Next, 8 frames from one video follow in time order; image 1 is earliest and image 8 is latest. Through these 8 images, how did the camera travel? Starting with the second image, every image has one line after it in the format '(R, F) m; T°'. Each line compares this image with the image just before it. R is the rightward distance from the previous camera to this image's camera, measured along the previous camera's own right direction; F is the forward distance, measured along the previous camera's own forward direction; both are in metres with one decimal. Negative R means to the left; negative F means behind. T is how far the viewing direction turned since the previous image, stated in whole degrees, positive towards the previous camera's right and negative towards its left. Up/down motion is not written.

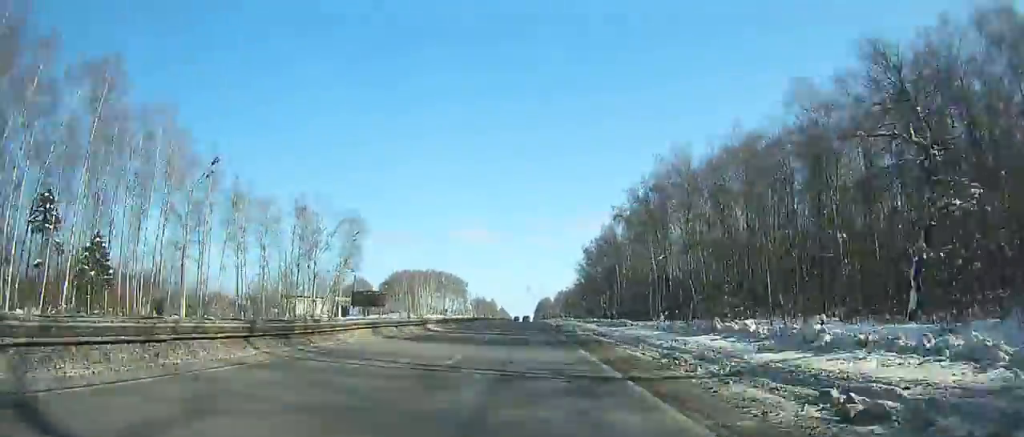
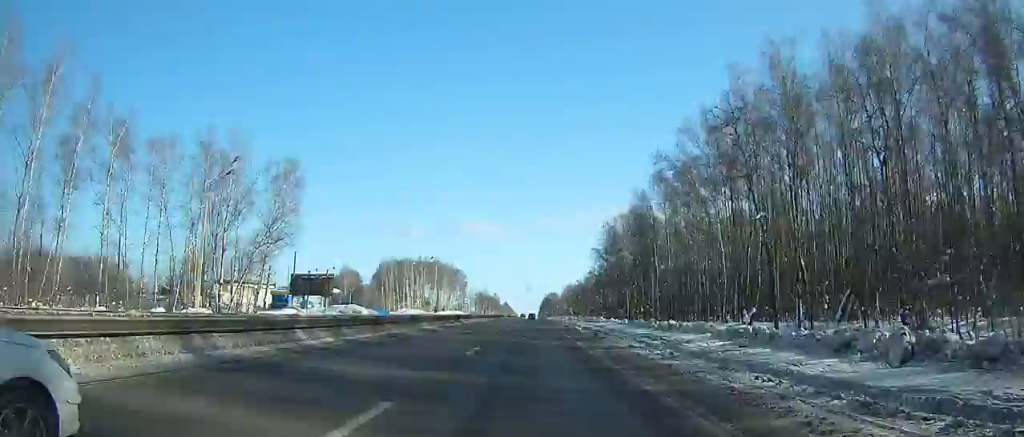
(-0.1, +32.9) m; +1°
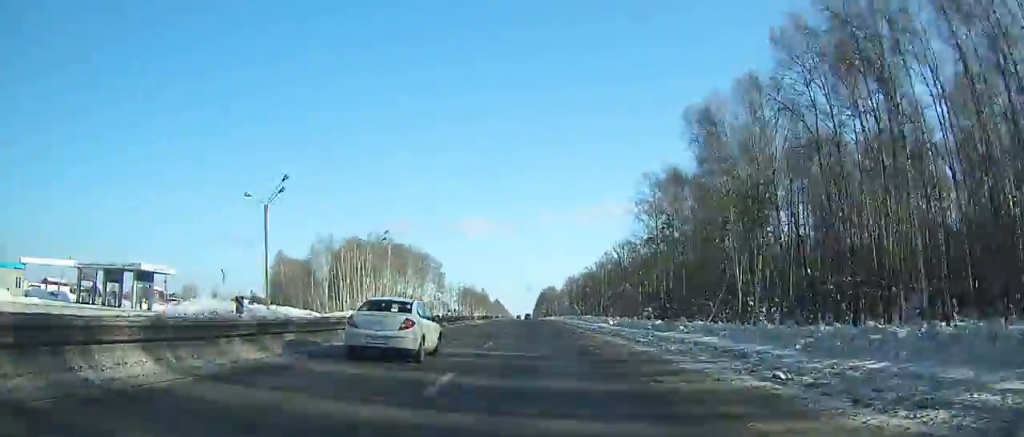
(+4.1, +68.4) m; +4°
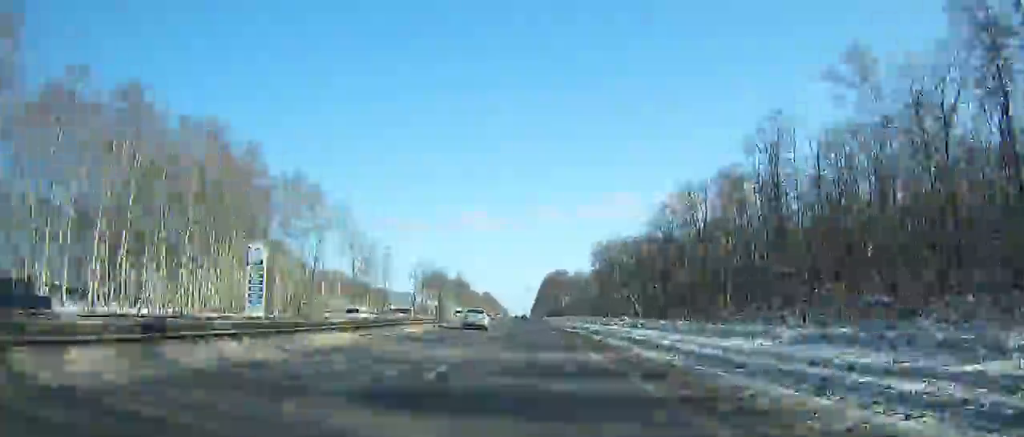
(-2.4, +131.5) m; -2°
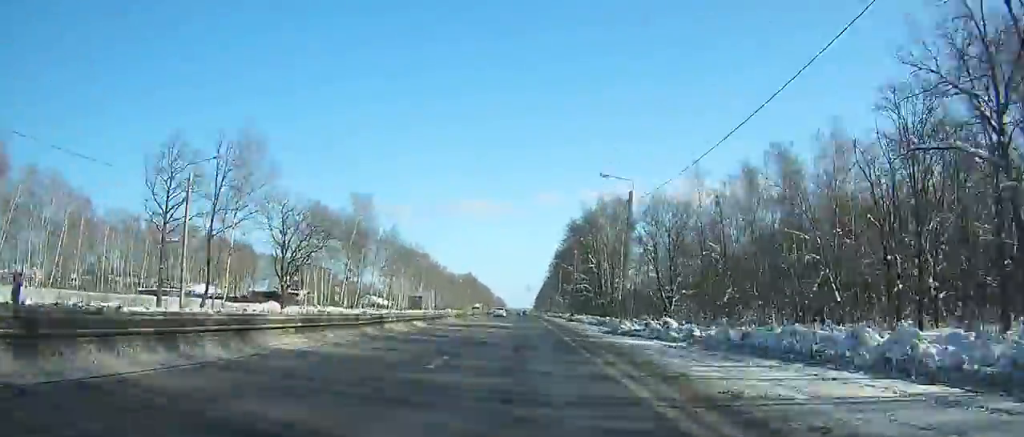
(+1.9, +155.0) m; +1°
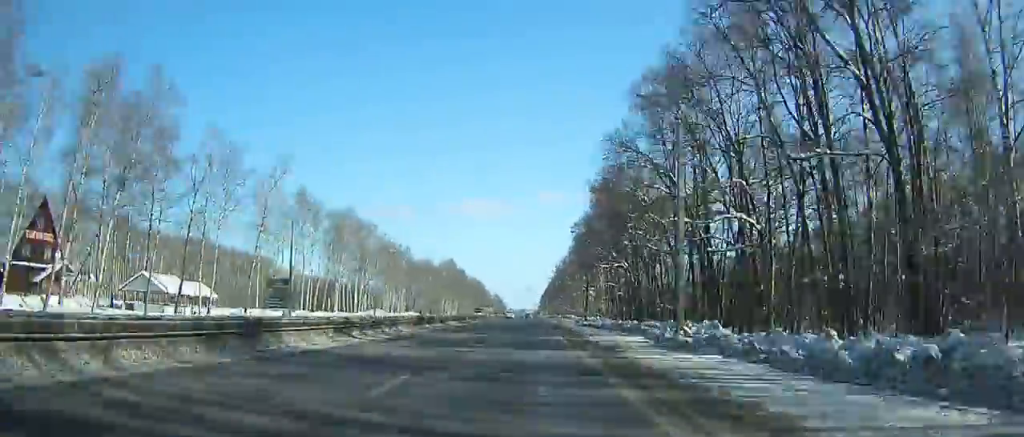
(+0.2, +88.5) m; 0°
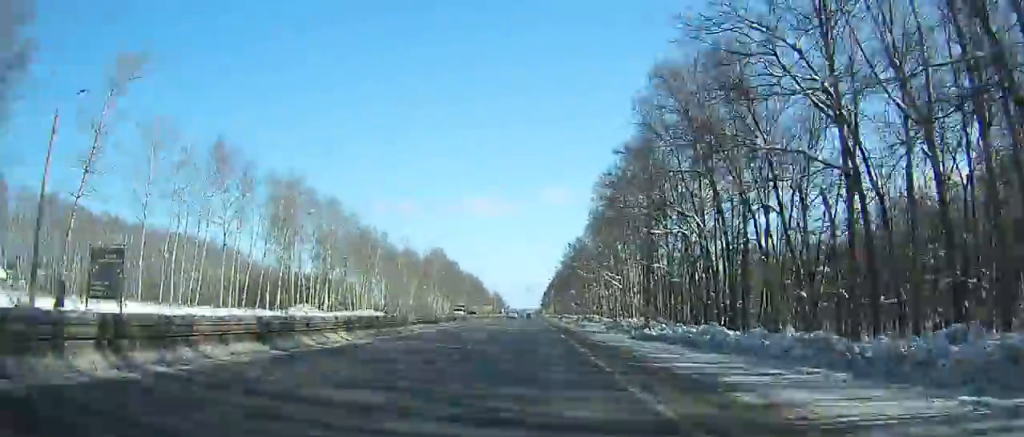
(-0.2, +31.5) m; 0°
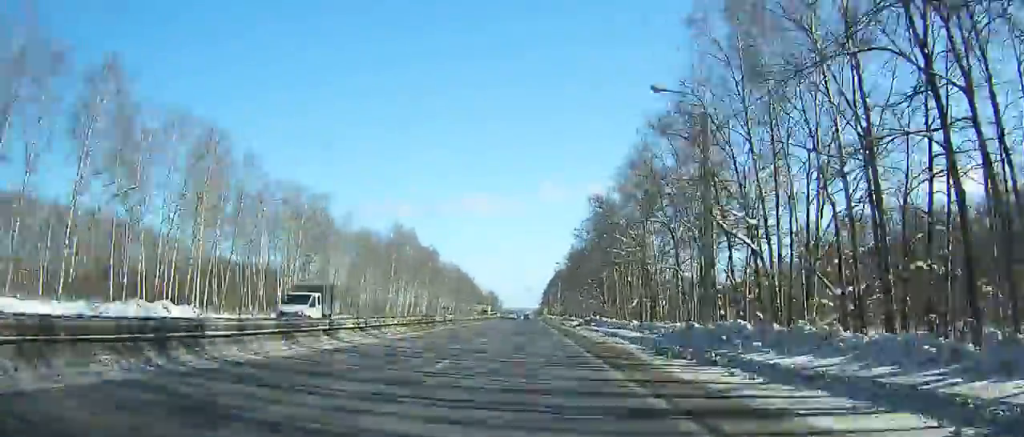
(-0.1, +47.9) m; 0°
